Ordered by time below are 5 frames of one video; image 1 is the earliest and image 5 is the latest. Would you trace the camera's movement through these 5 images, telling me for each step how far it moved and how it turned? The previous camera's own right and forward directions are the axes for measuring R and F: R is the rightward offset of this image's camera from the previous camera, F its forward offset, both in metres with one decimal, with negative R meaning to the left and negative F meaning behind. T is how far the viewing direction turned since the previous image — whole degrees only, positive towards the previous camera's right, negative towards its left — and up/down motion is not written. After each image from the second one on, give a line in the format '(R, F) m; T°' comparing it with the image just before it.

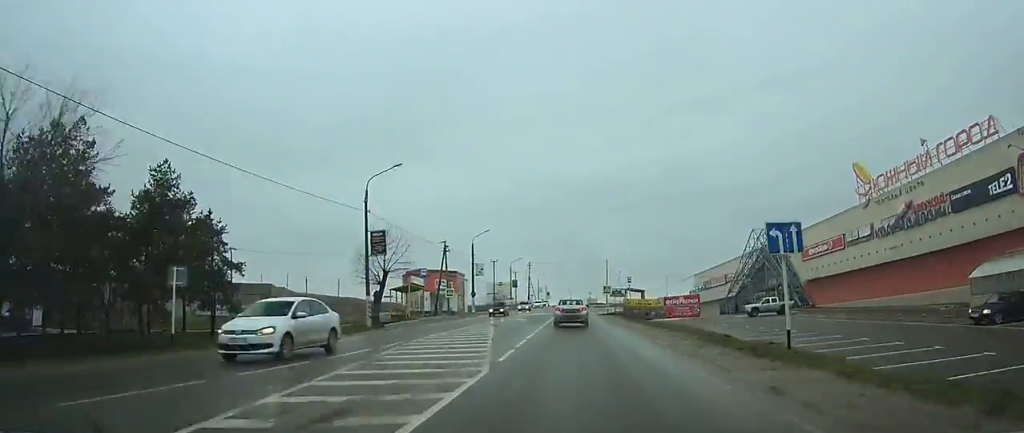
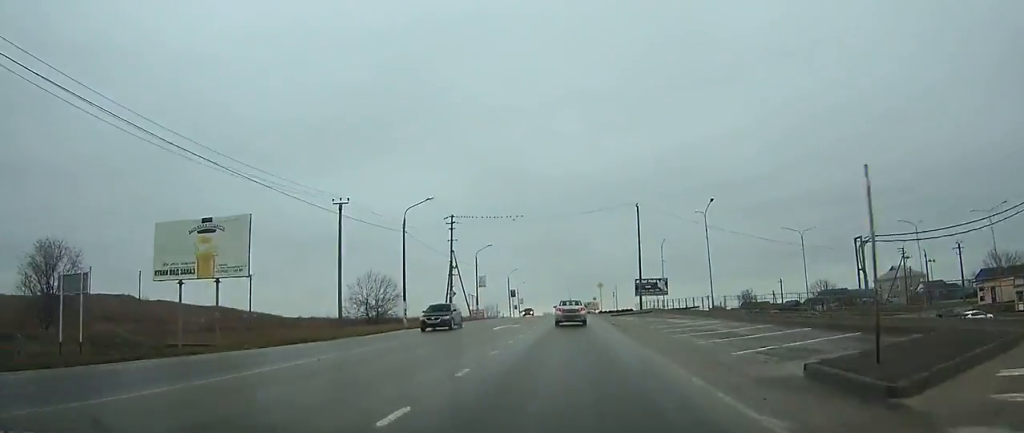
(+0.6, +111.3) m; 0°
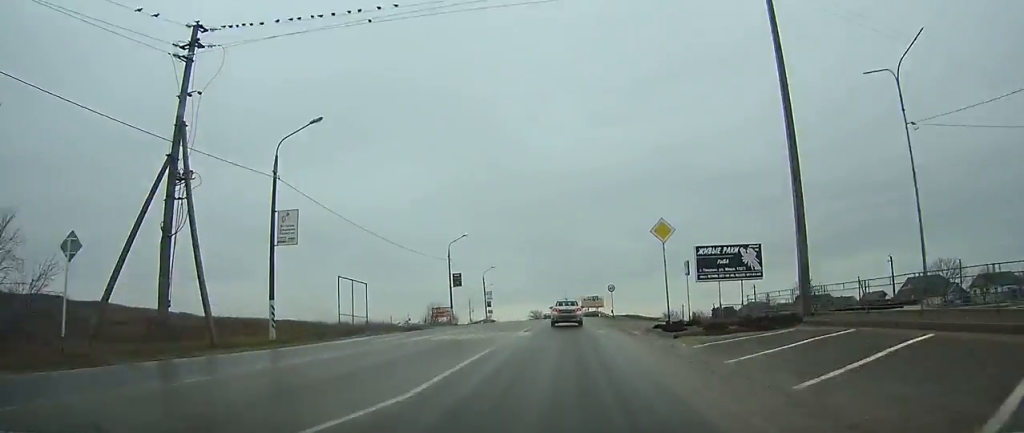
(+0.4, +55.8) m; 0°
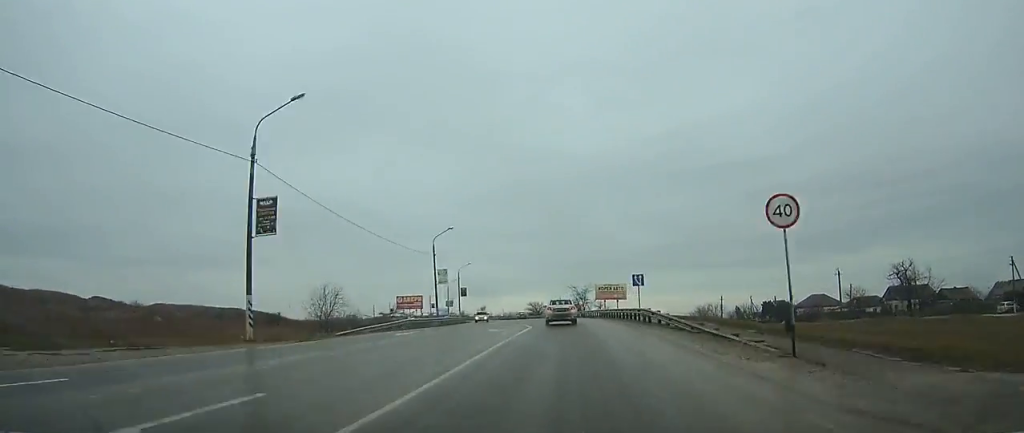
(0.0, +43.9) m; -1°
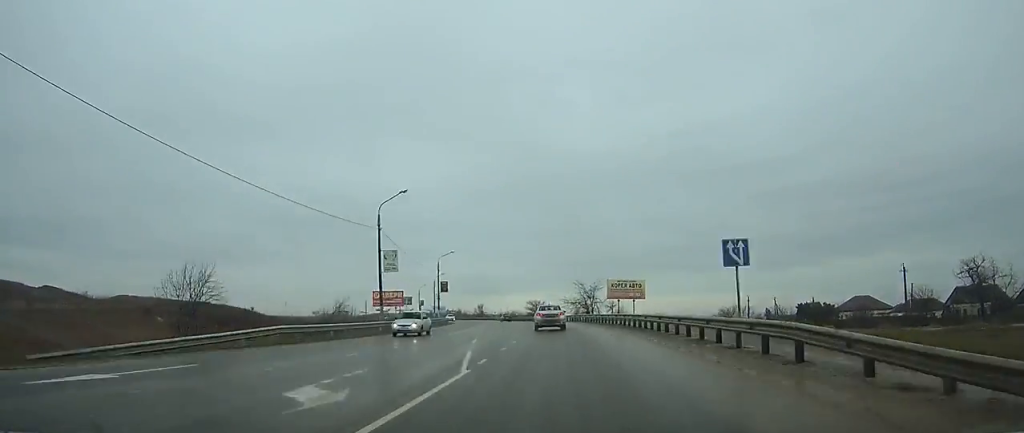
(-0.2, +20.2) m; -1°
